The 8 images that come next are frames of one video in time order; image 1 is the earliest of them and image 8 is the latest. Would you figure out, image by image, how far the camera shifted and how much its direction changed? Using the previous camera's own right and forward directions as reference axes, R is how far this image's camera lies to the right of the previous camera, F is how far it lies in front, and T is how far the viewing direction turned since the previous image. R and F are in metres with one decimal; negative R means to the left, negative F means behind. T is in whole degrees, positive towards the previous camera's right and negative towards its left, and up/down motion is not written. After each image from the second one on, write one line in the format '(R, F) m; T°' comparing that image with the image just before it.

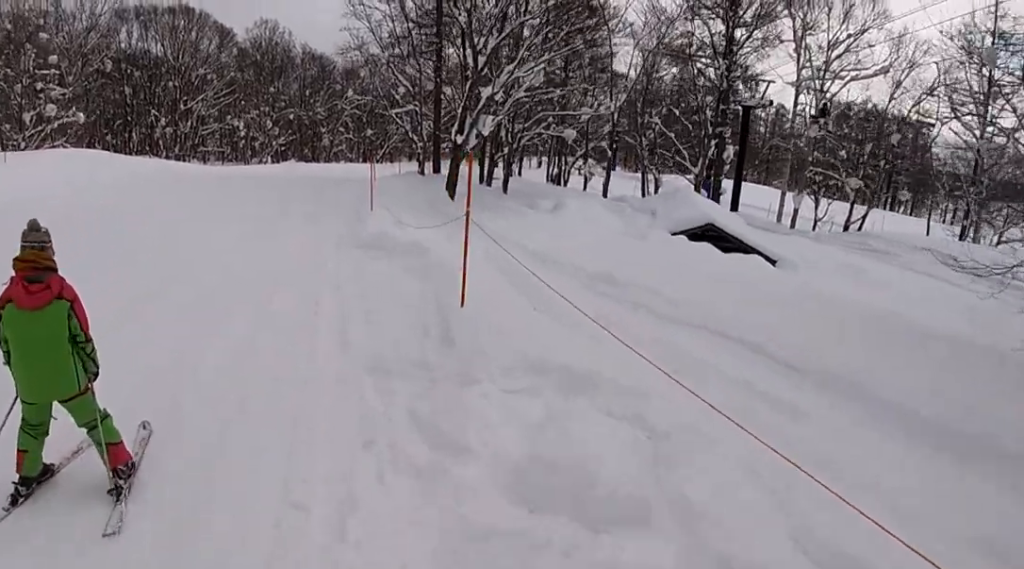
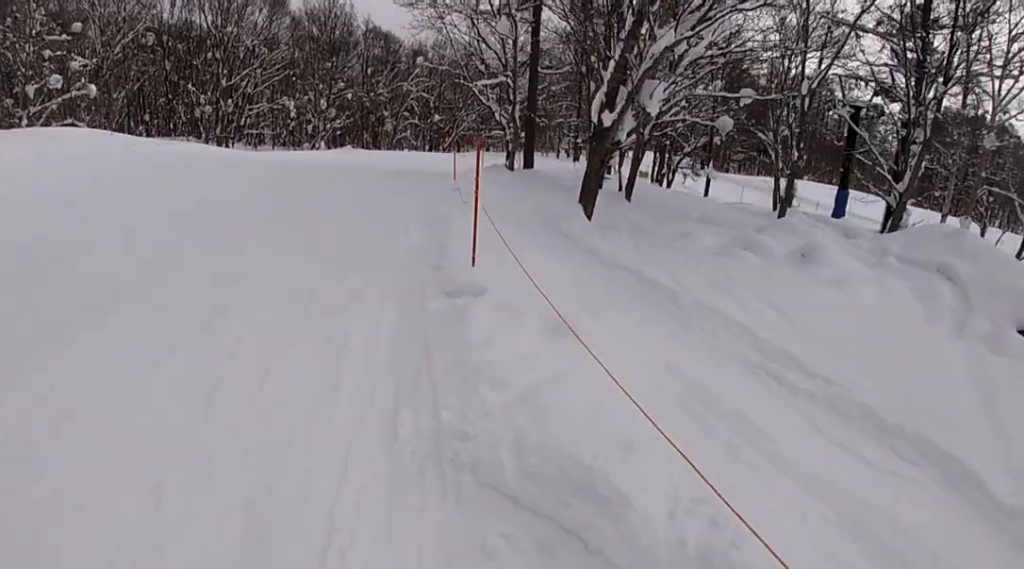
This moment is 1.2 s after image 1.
(+0.4, +8.2) m; +1°
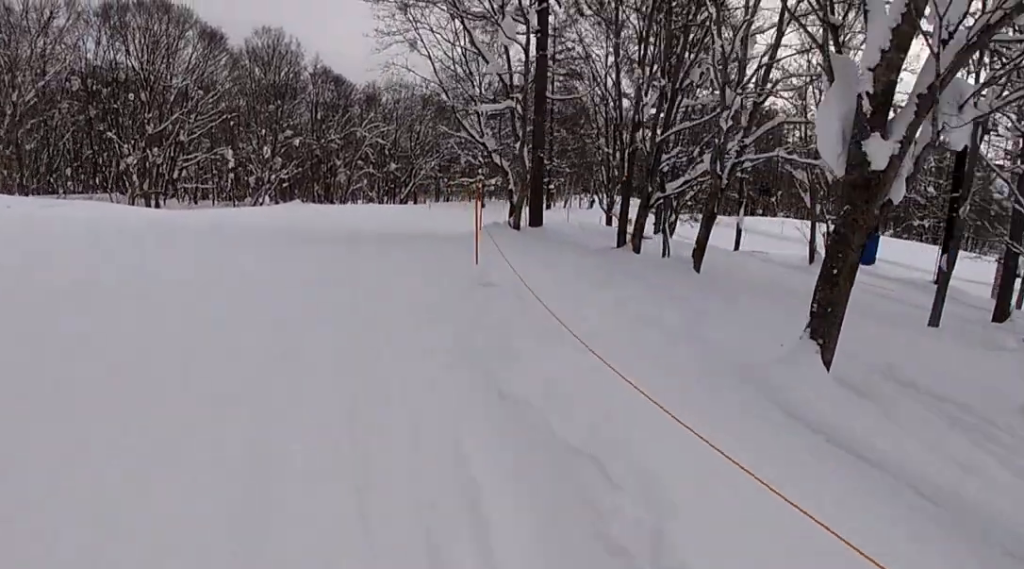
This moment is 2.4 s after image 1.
(-0.8, +7.2) m; -11°
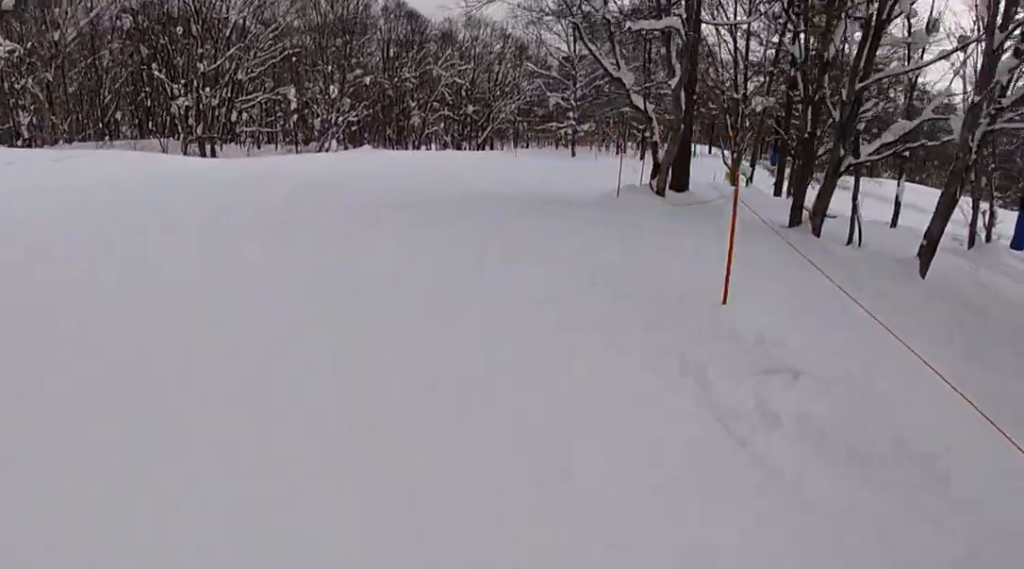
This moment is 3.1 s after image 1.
(-0.2, +4.4) m; -2°
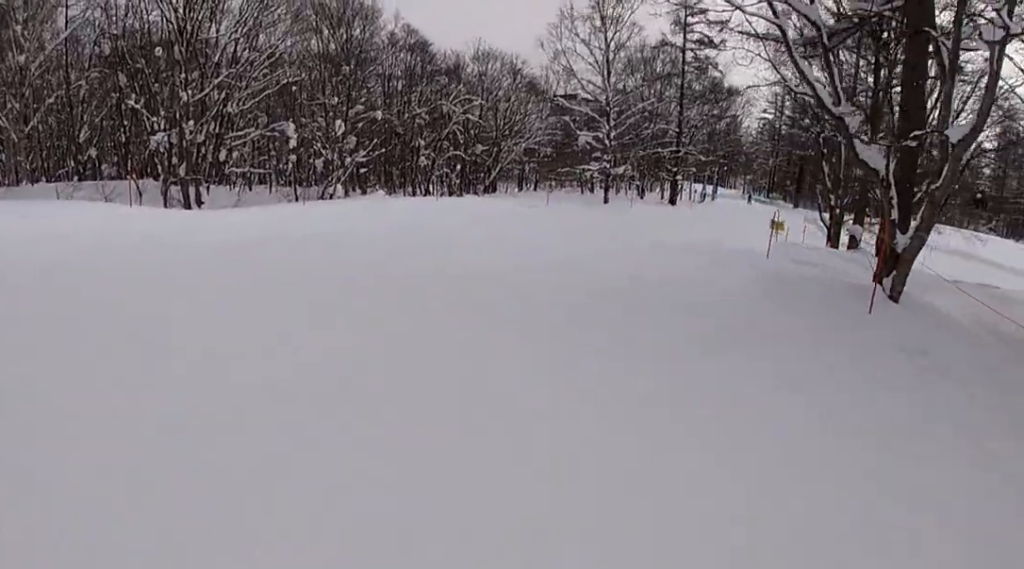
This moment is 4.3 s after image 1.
(0.0, +6.7) m; 0°
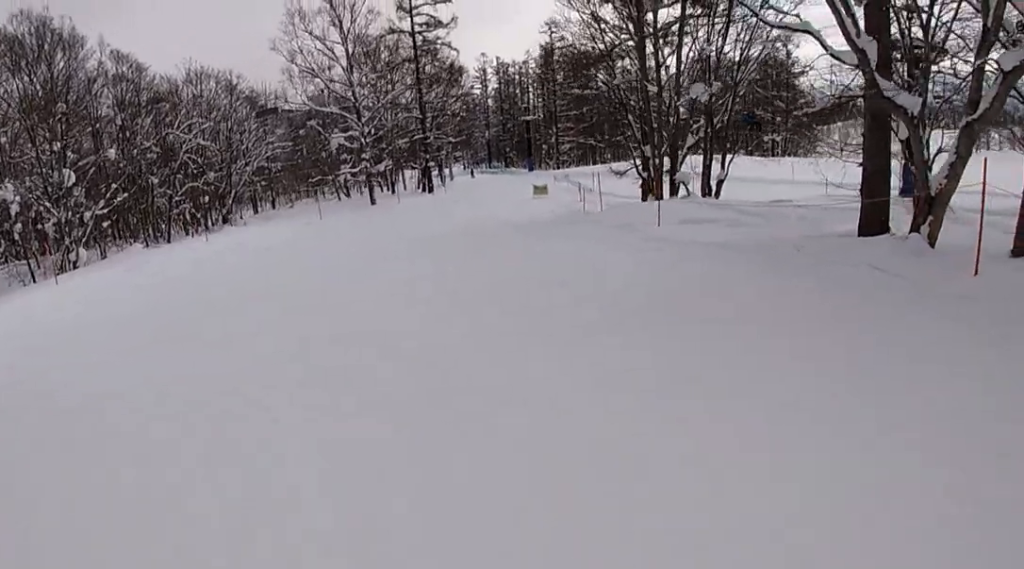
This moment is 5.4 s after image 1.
(0.0, +6.0) m; +16°
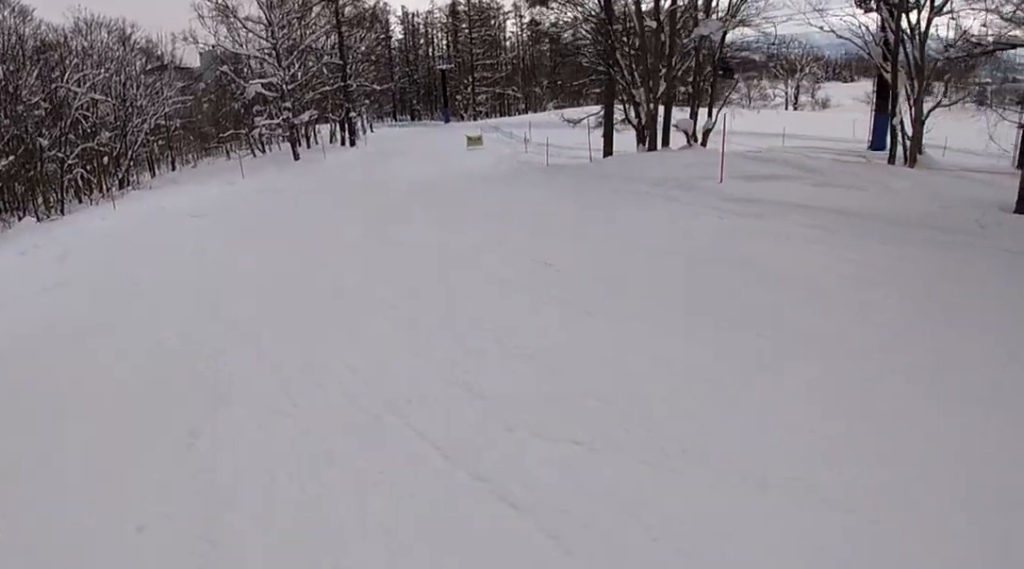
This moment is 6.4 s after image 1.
(+1.4, +5.0) m; +25°
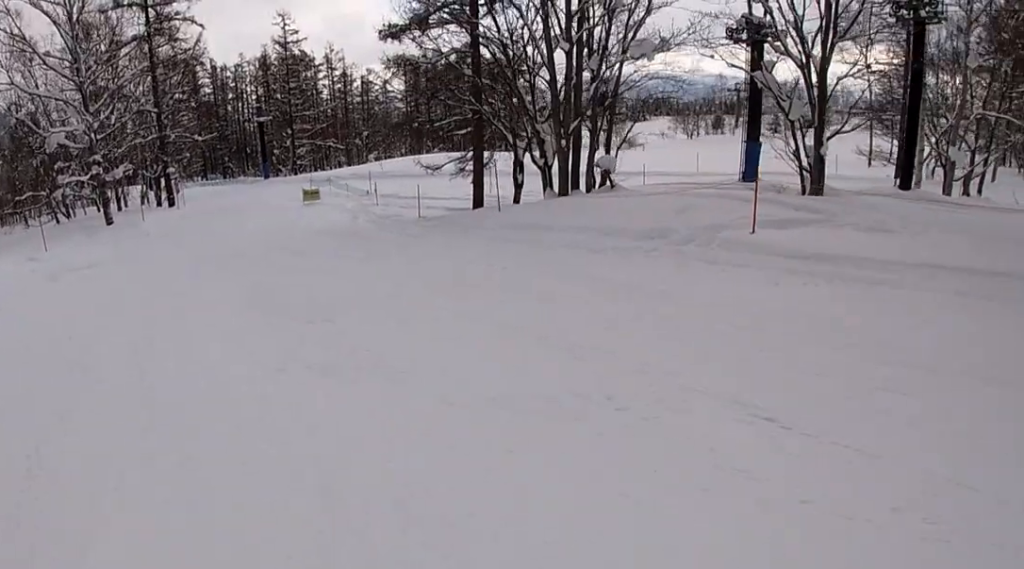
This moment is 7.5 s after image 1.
(+1.1, +5.8) m; +12°
